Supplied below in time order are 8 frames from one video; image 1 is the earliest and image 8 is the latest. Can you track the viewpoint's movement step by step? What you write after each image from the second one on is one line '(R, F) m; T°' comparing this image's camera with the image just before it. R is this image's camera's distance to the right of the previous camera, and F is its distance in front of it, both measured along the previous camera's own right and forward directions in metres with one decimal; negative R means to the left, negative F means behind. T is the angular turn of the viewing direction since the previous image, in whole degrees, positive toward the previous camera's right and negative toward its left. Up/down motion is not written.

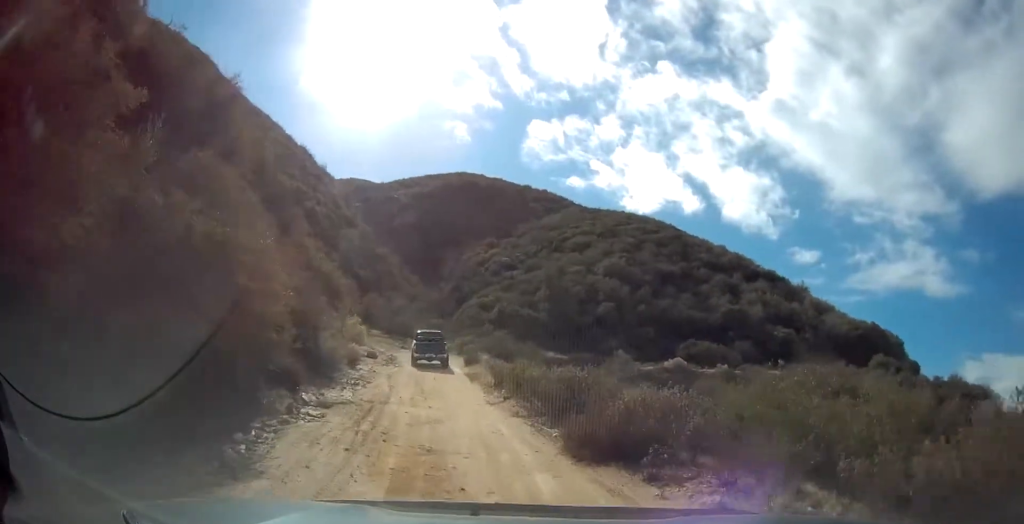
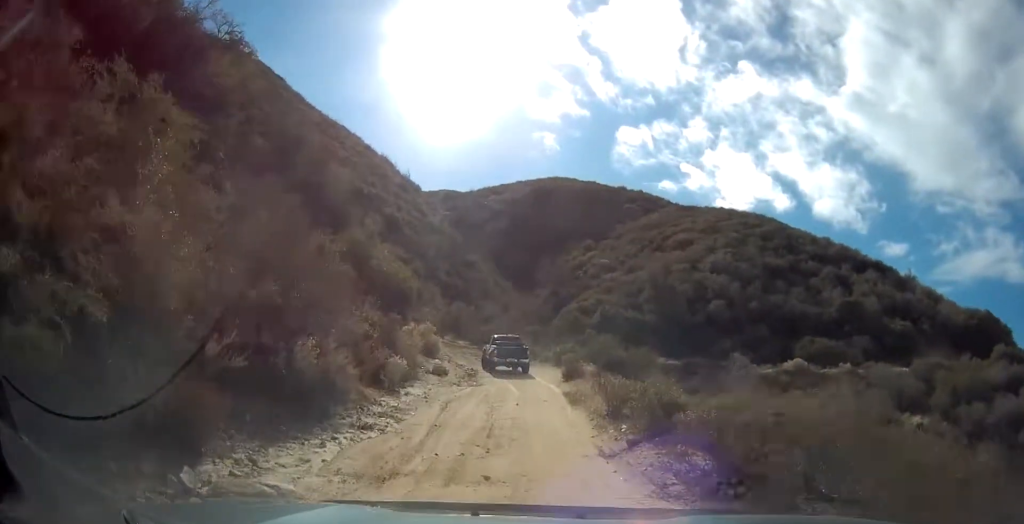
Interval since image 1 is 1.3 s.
(-0.7, +6.7) m; -8°
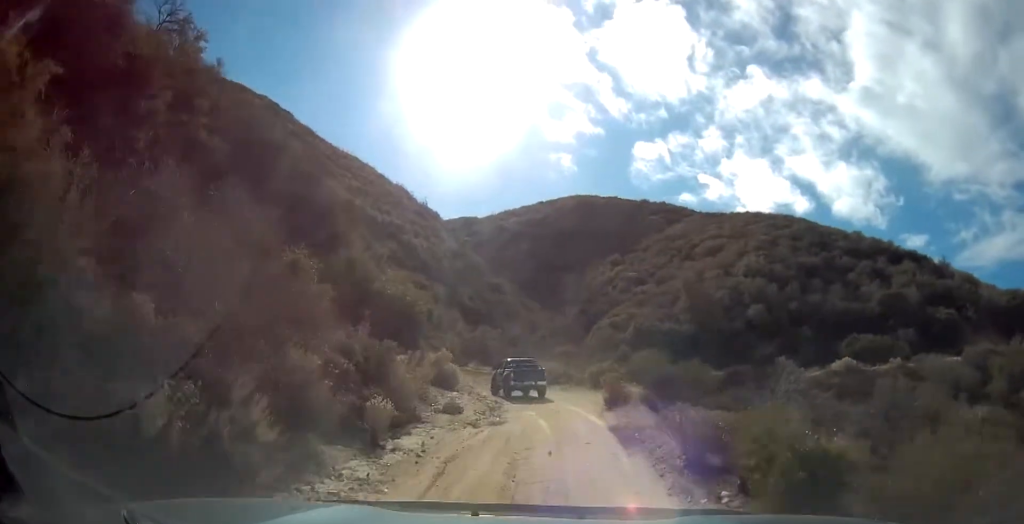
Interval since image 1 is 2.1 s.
(-0.1, +4.4) m; -2°
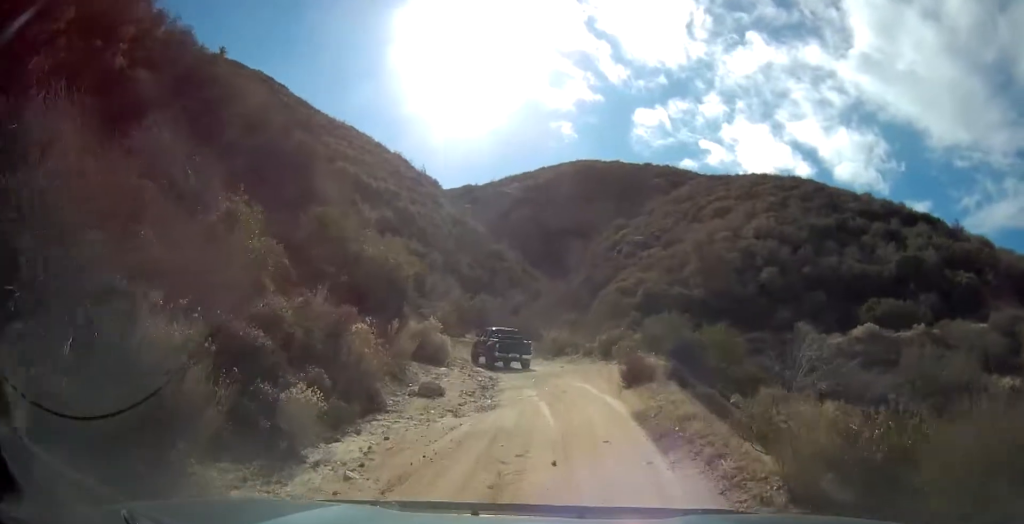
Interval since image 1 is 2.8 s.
(0.0, +3.9) m; -1°
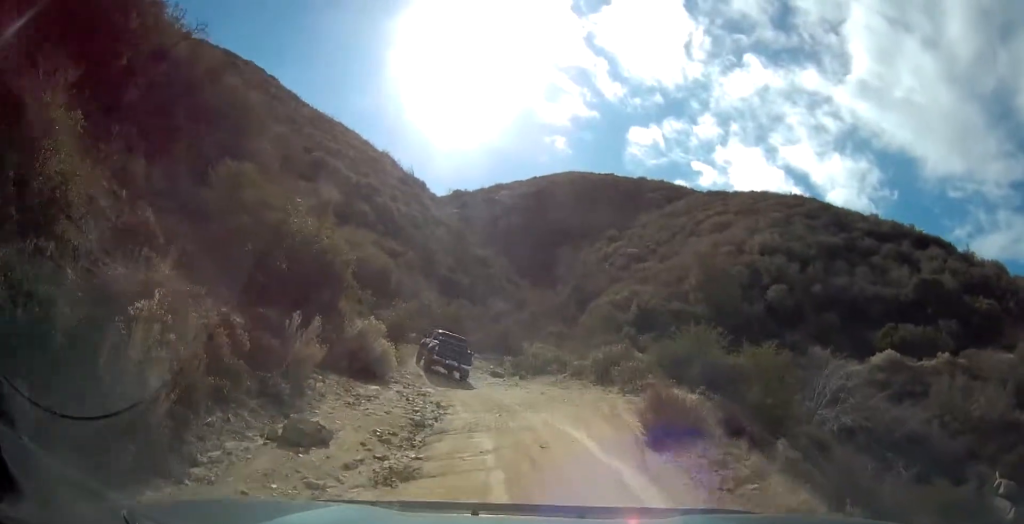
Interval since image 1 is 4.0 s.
(-0.1, +6.9) m; -4°
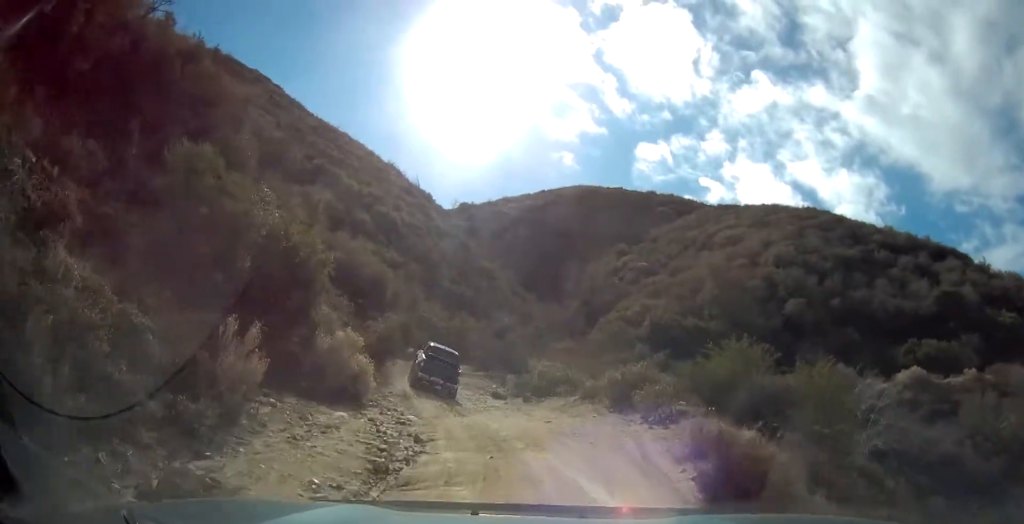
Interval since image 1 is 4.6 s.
(+0.1, +3.2) m; -4°
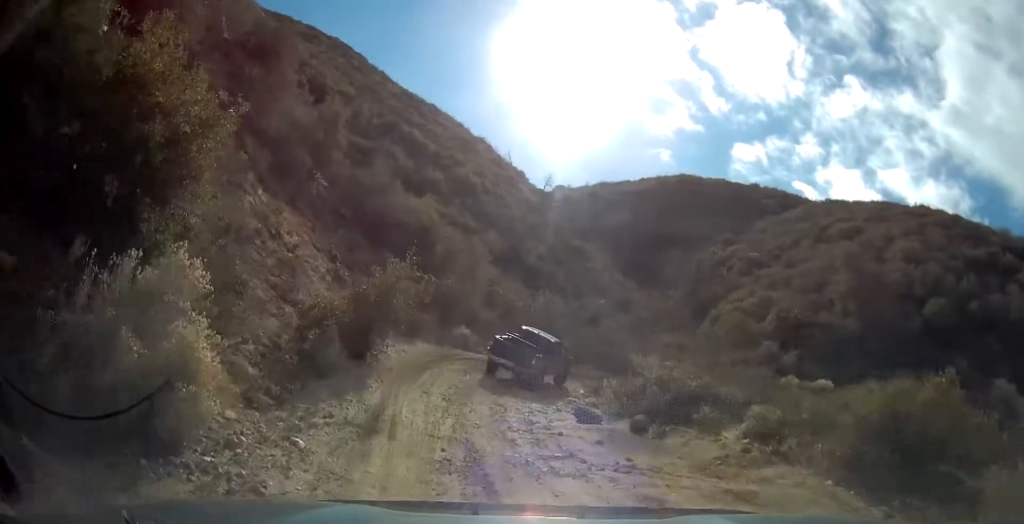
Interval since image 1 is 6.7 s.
(-0.2, +11.9) m; -1°
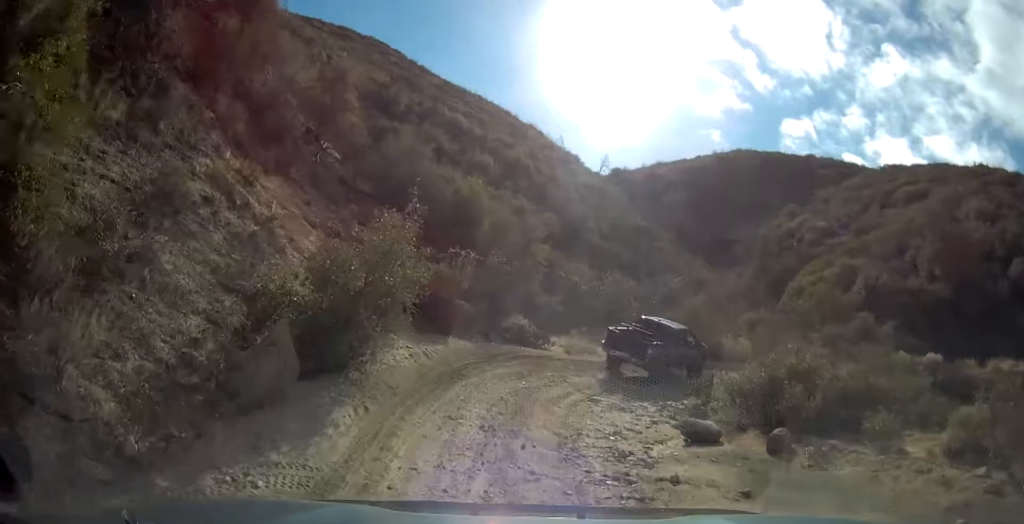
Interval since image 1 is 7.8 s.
(-0.5, +5.1) m; -7°
